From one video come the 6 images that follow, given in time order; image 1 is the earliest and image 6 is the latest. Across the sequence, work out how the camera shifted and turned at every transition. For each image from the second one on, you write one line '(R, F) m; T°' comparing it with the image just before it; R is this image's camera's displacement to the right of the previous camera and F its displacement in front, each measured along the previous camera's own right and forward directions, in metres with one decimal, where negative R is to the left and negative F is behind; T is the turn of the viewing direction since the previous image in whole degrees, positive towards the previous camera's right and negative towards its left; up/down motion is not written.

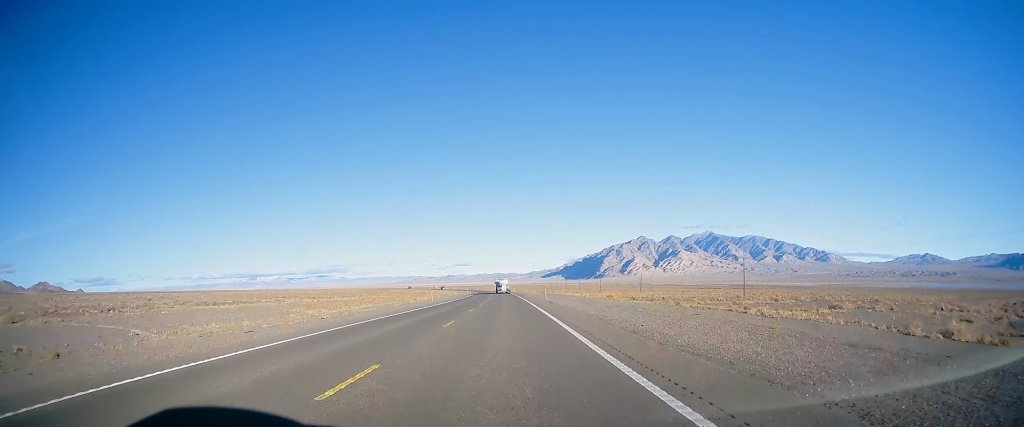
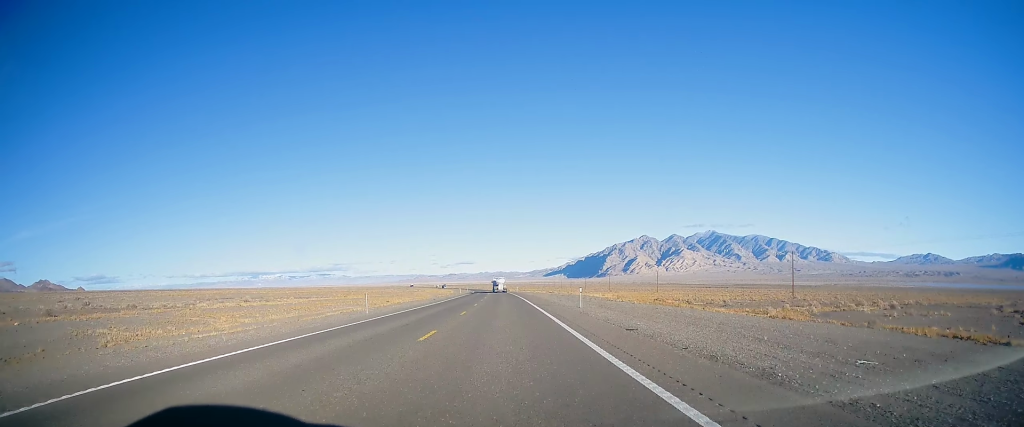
(-0.1, +29.2) m; 0°
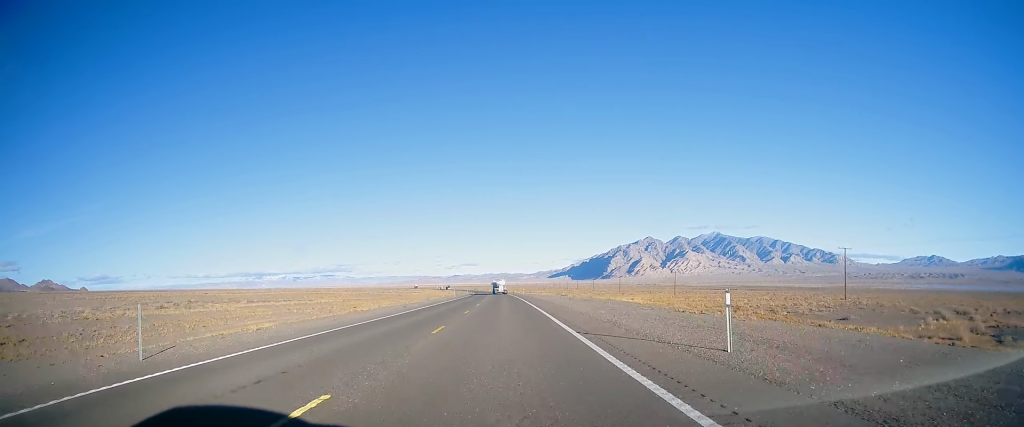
(+0.1, +22.0) m; 0°
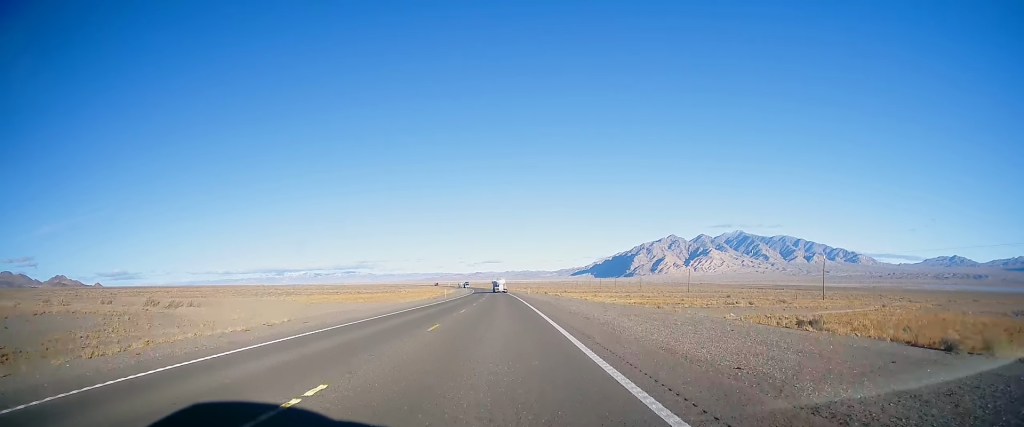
(-2.2, +108.6) m; -3°
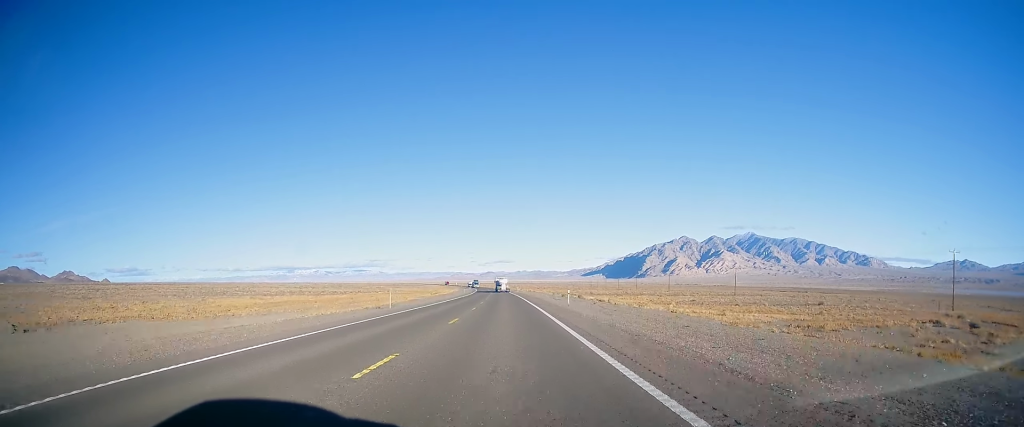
(-0.3, +45.0) m; 0°
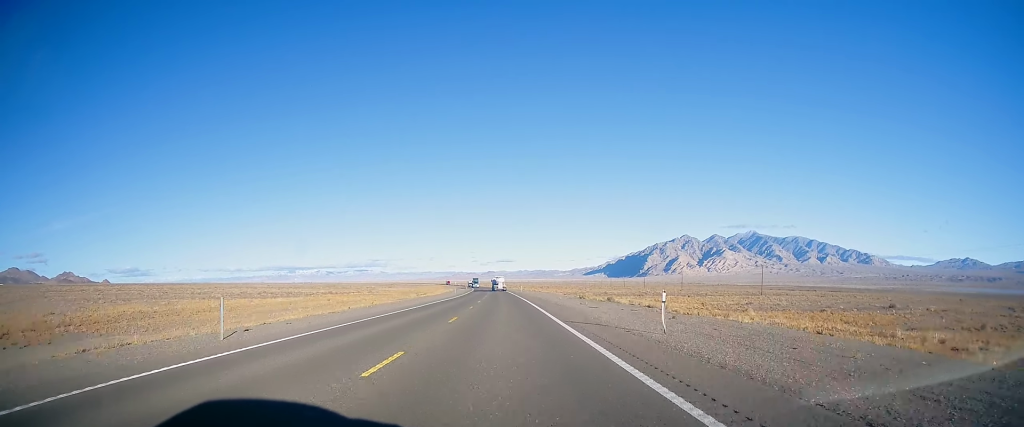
(0.0, +24.1) m; 0°
